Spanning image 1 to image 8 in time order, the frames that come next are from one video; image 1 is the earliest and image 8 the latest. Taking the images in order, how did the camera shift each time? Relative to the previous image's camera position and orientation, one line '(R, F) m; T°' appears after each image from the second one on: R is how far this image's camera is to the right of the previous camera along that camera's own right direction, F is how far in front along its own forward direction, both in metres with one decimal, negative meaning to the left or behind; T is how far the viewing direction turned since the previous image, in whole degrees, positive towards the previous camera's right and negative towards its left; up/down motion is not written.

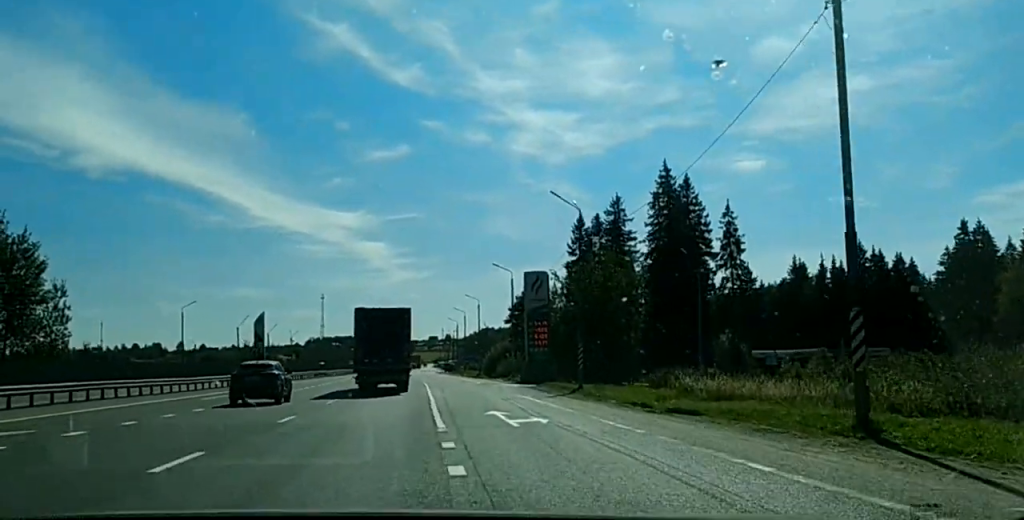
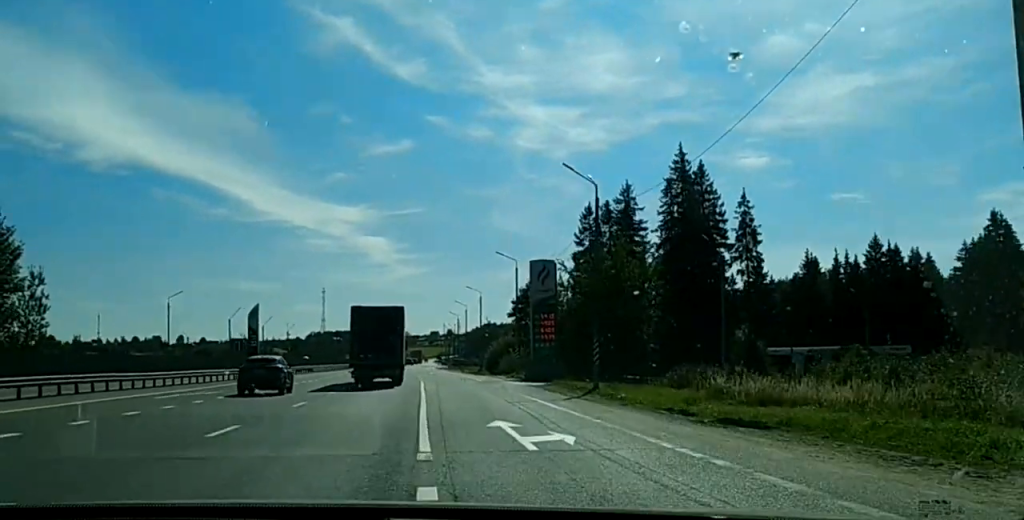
(0.0, +8.1) m; 0°
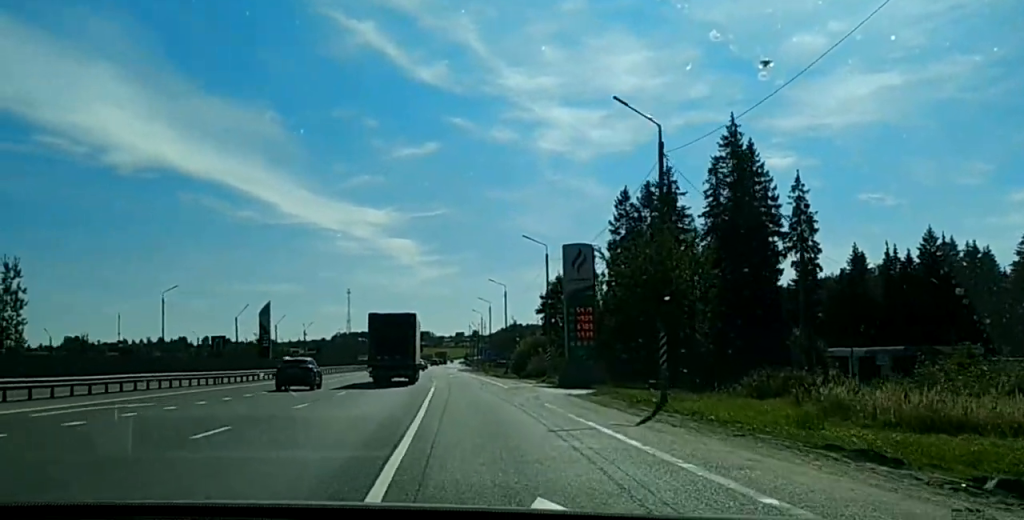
(+0.2, +16.1) m; +2°
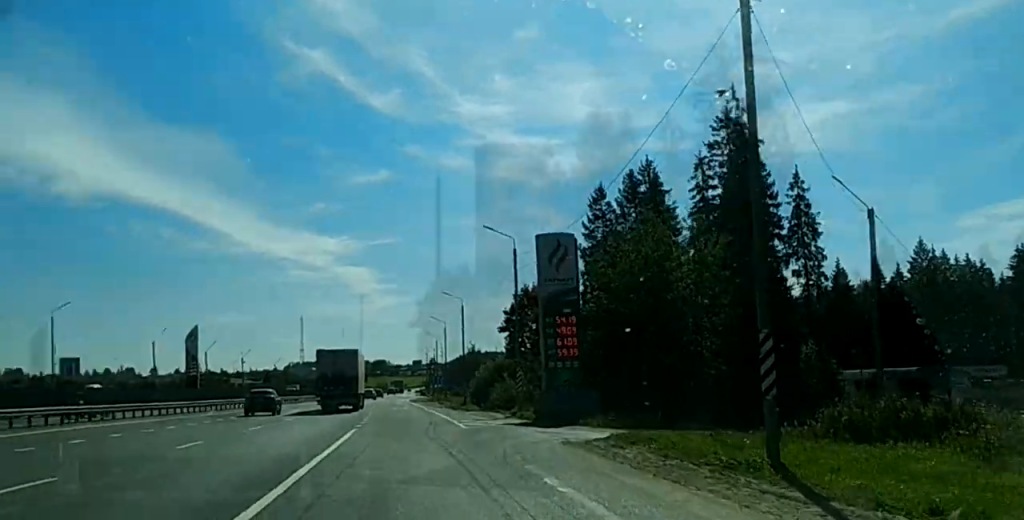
(+0.6, +19.6) m; +8°
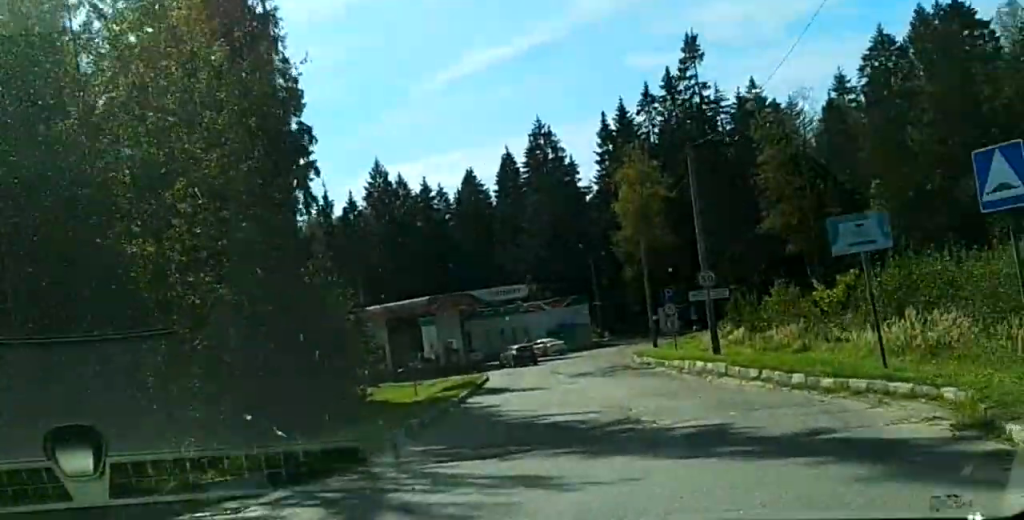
(+4.9, +21.9) m; +24°
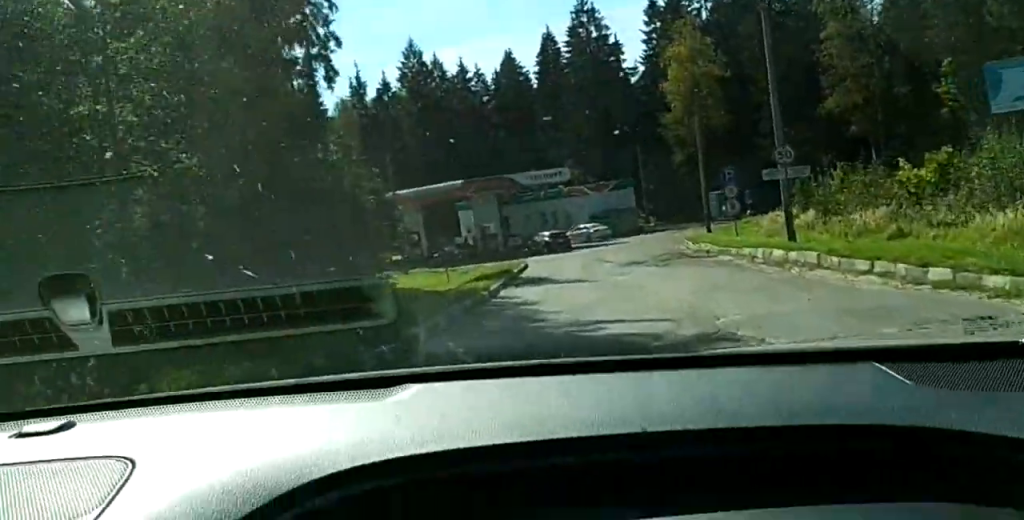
(+0.2, +4.6) m; +3°
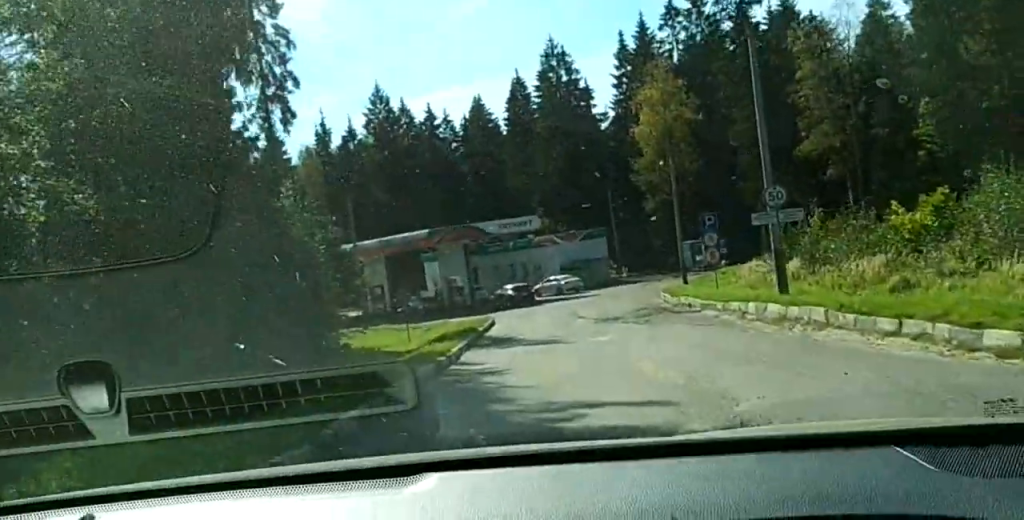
(0.0, +2.8) m; +1°
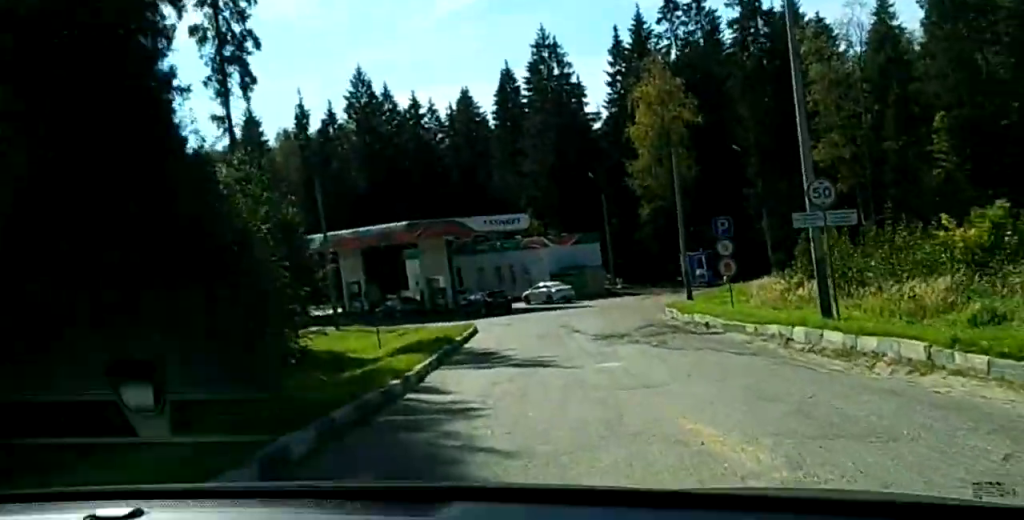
(+0.1, +5.1) m; +4°
